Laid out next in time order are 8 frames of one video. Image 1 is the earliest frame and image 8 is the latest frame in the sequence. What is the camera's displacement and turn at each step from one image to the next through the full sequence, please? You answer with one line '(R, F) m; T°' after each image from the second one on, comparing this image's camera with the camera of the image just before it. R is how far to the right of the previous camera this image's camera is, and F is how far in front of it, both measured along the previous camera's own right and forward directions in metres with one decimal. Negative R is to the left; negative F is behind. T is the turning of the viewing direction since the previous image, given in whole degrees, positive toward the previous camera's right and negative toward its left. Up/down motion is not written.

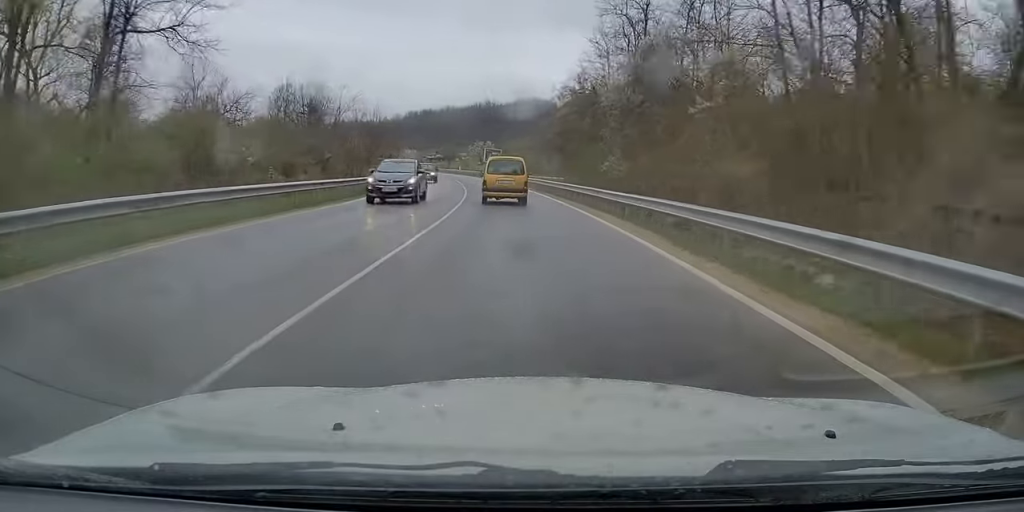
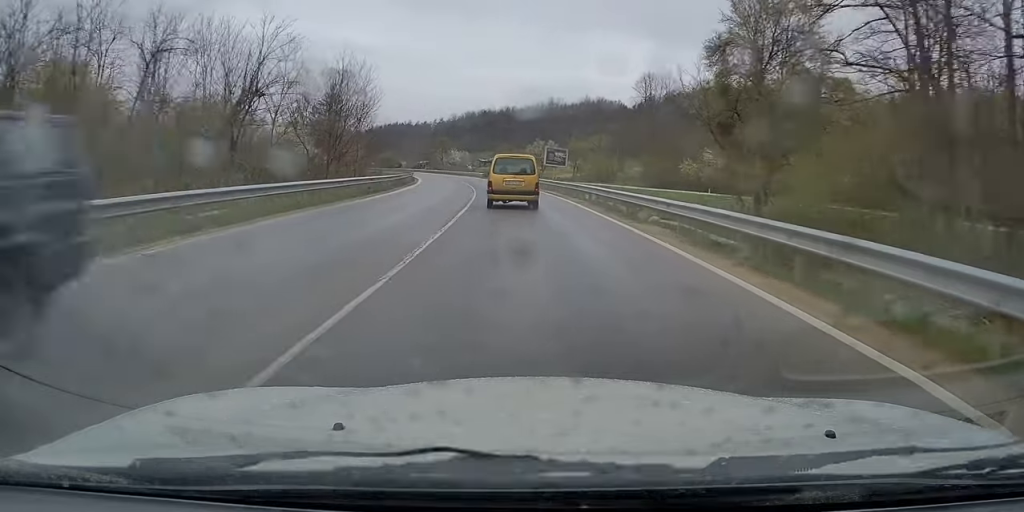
(-1.5, +35.4) m; -7°
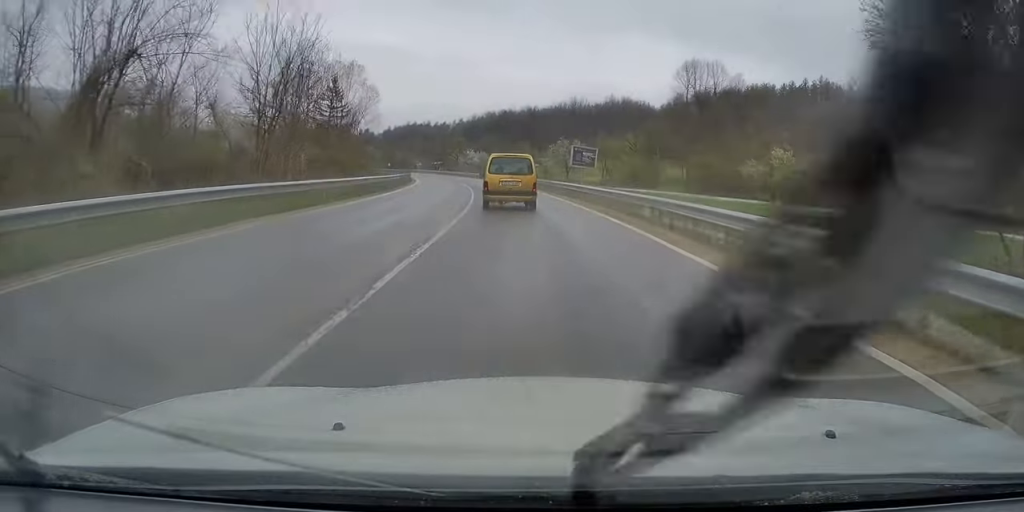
(-0.5, +14.5) m; -2°
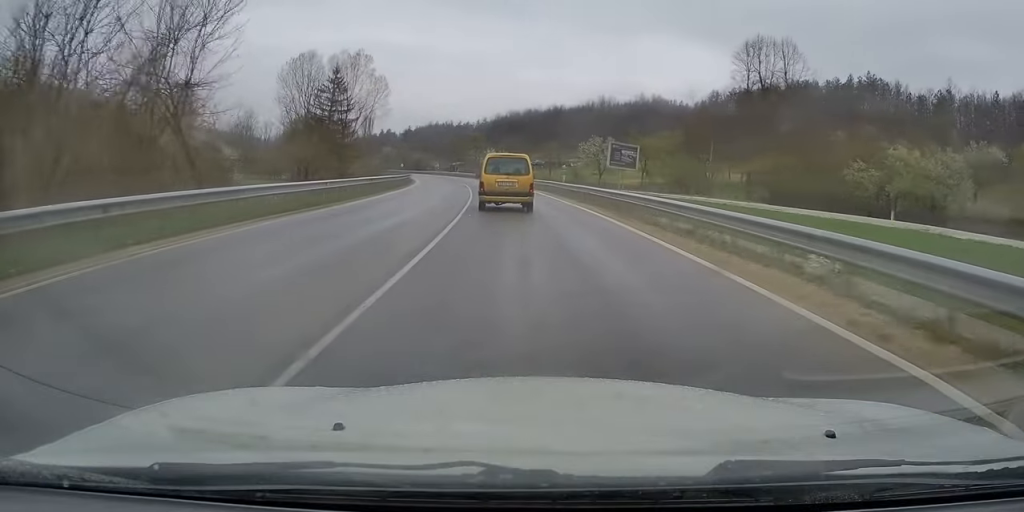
(-0.1, +15.9) m; -1°
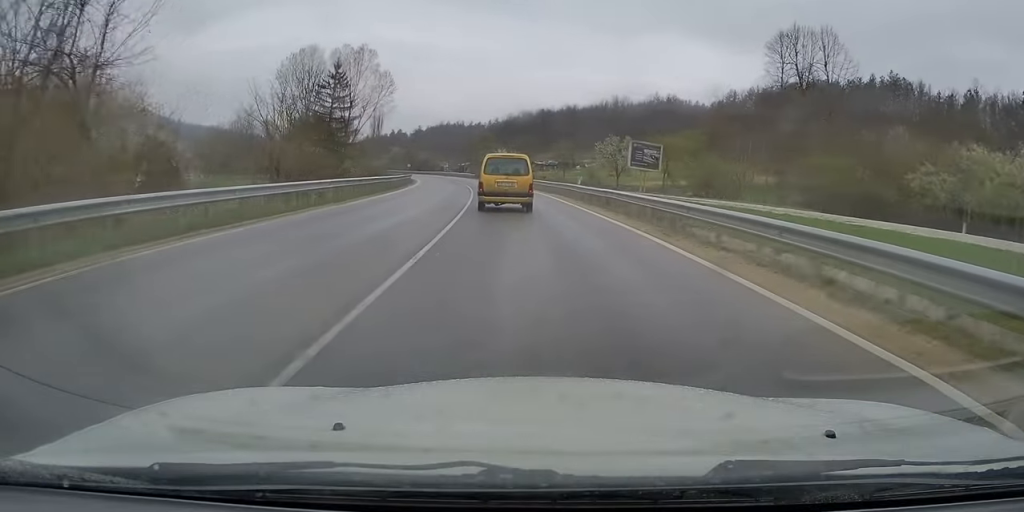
(0.0, +6.9) m; -1°
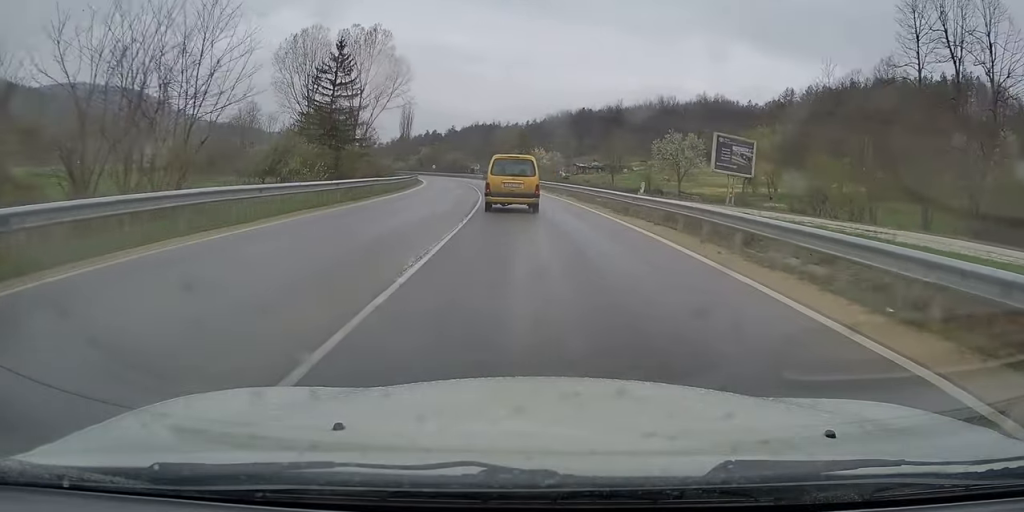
(-0.8, +19.8) m; -5°
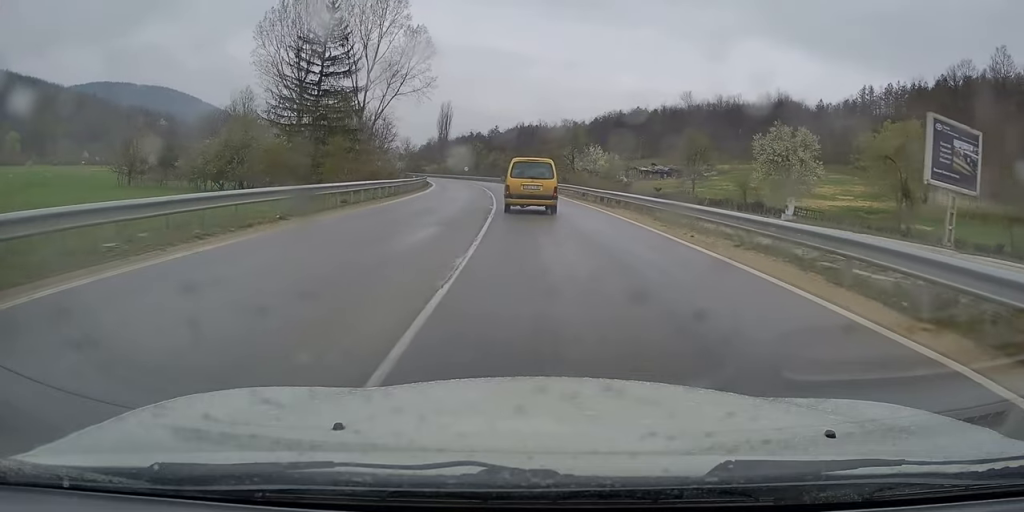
(-0.8, +24.8) m; -3°
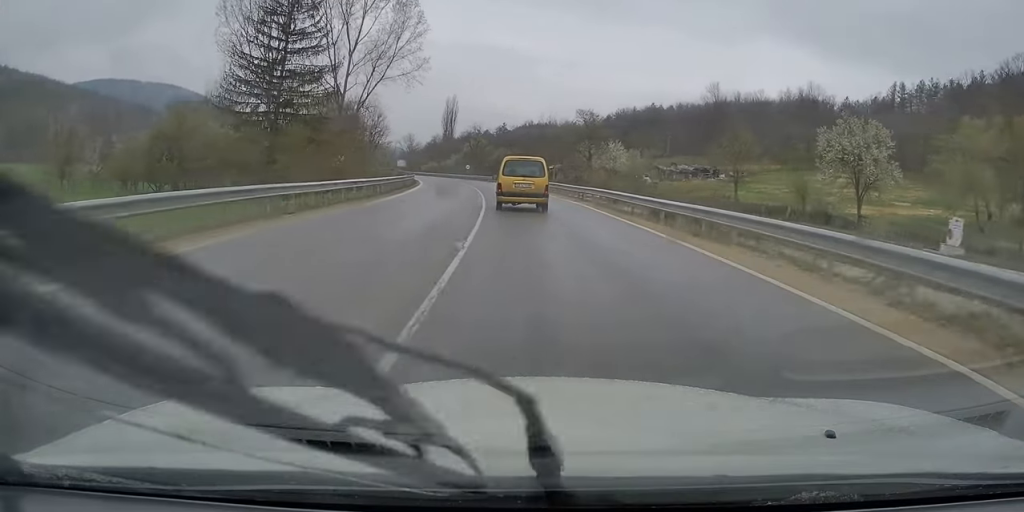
(-0.3, +13.5) m; -2°
